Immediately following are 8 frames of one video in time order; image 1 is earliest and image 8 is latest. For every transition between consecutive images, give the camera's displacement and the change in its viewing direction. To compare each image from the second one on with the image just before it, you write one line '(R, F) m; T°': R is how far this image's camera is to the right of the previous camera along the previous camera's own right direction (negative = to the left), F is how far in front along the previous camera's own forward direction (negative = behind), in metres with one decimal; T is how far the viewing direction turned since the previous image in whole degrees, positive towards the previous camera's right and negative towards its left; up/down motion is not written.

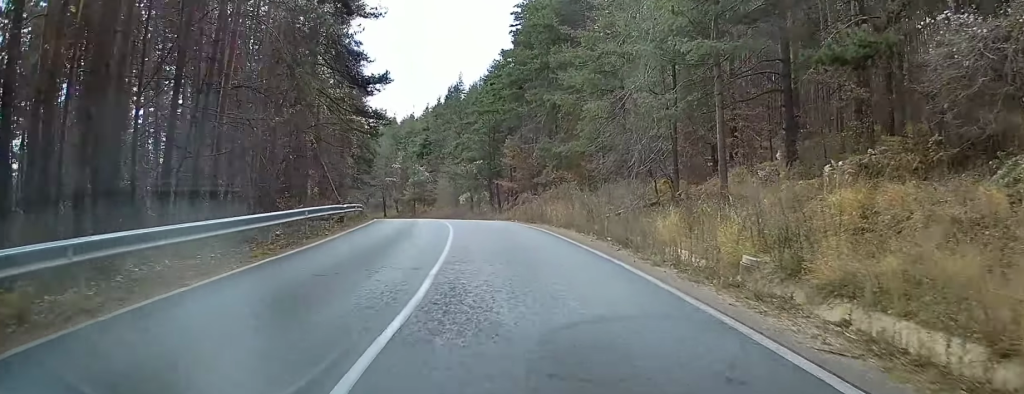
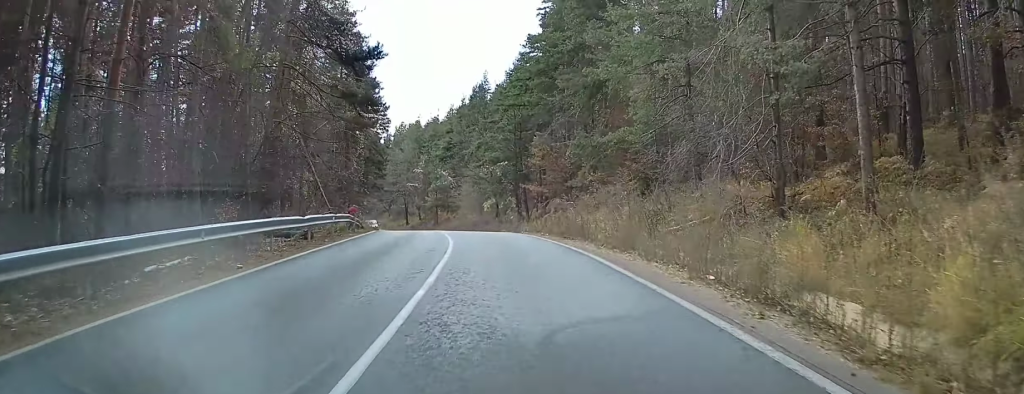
(-0.2, +8.3) m; -1°
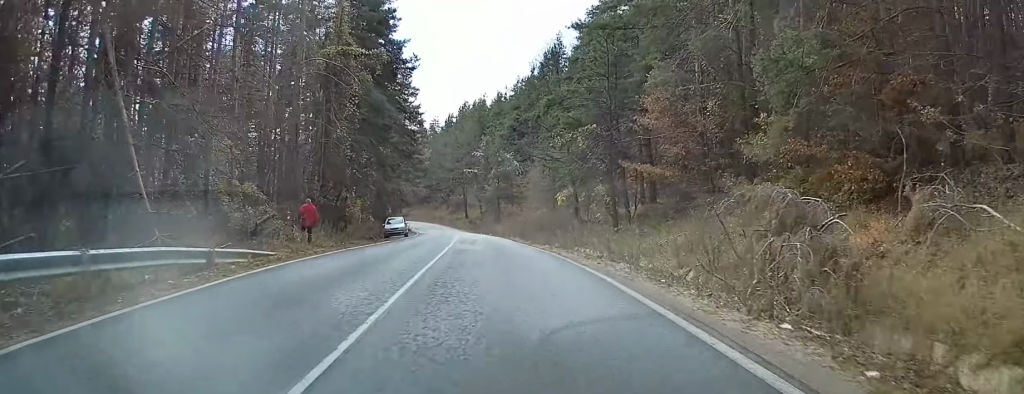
(-0.6, +22.5) m; -5°
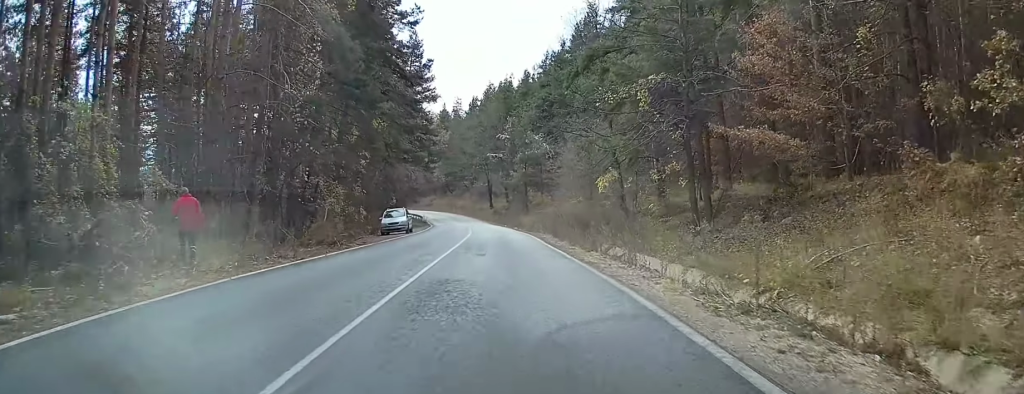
(-0.4, +10.7) m; -3°
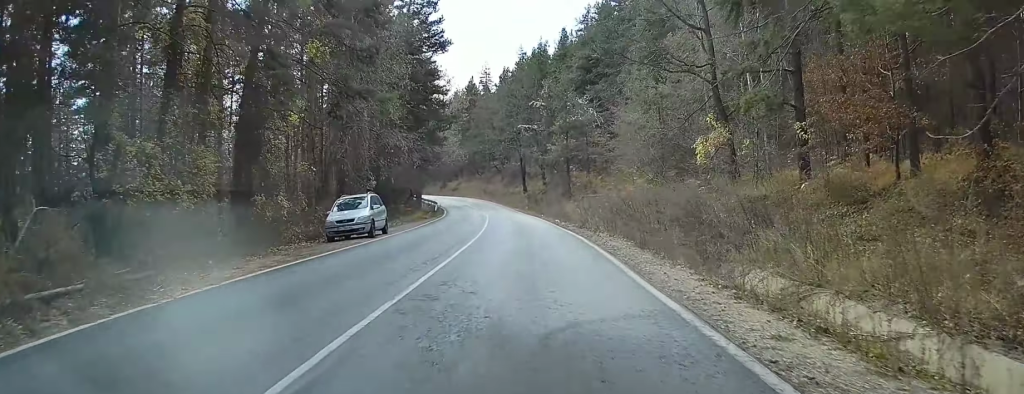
(-0.5, +17.1) m; -4°
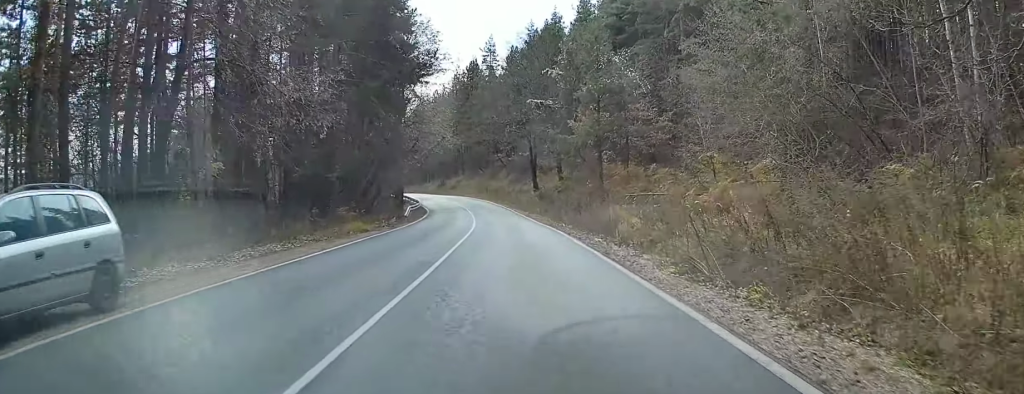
(-0.7, +18.8) m; -3°
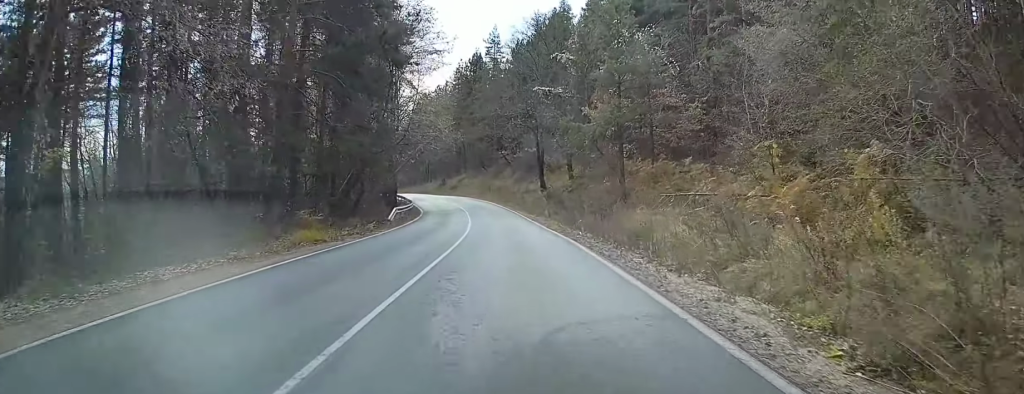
(-0.1, +6.6) m; -1°
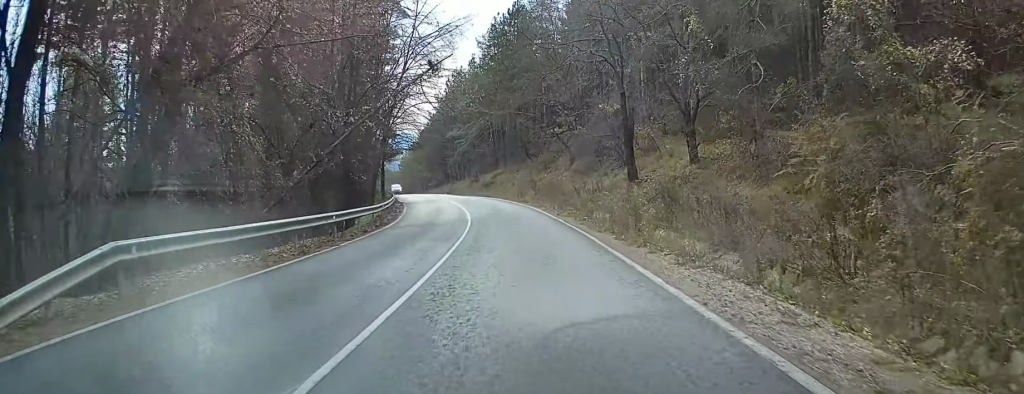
(-0.9, +29.0) m; -4°
